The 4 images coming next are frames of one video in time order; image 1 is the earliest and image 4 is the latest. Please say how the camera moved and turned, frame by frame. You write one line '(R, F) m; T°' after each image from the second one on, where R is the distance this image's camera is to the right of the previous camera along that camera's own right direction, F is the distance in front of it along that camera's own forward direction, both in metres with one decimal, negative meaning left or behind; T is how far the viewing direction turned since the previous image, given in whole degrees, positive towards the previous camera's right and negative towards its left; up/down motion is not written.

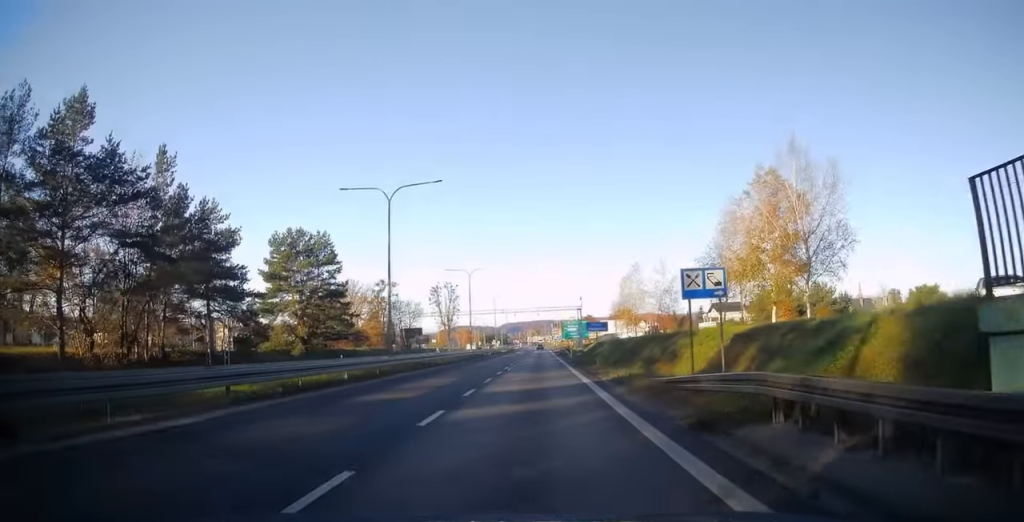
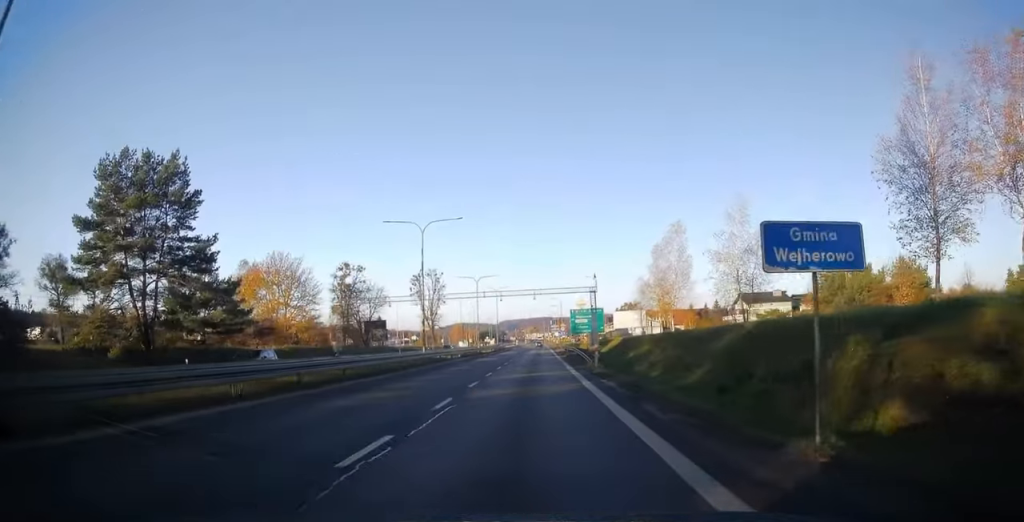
(+0.2, +27.8) m; +1°
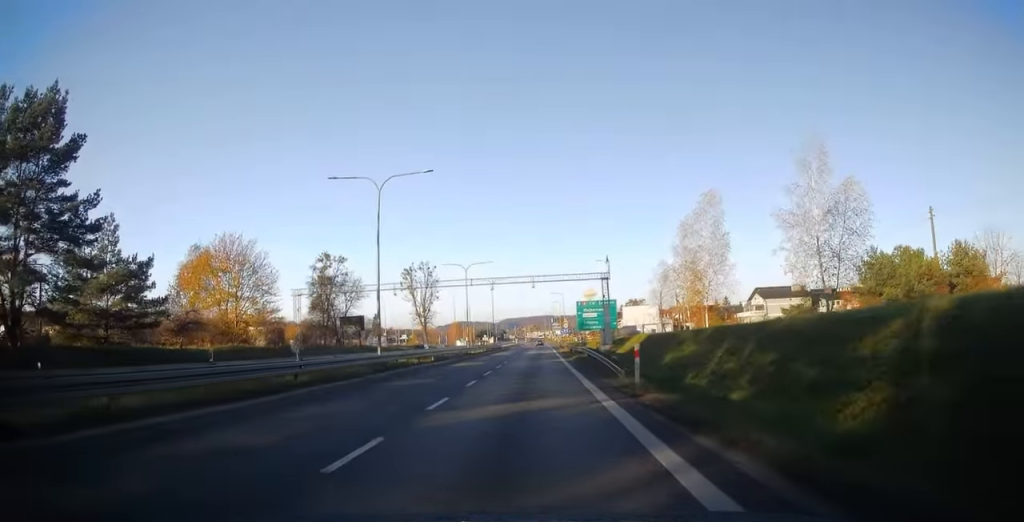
(+0.1, +12.3) m; -1°
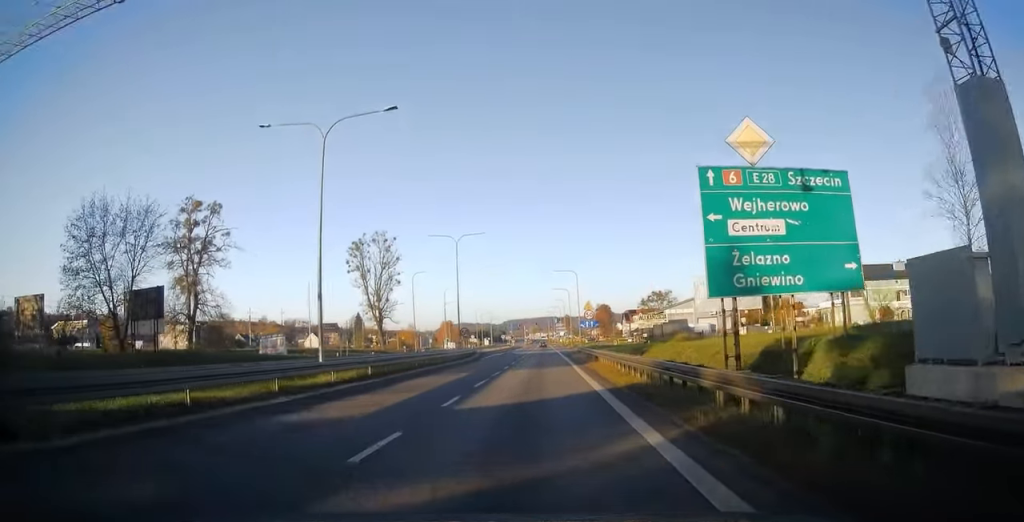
(-0.4, +47.4) m; -1°
